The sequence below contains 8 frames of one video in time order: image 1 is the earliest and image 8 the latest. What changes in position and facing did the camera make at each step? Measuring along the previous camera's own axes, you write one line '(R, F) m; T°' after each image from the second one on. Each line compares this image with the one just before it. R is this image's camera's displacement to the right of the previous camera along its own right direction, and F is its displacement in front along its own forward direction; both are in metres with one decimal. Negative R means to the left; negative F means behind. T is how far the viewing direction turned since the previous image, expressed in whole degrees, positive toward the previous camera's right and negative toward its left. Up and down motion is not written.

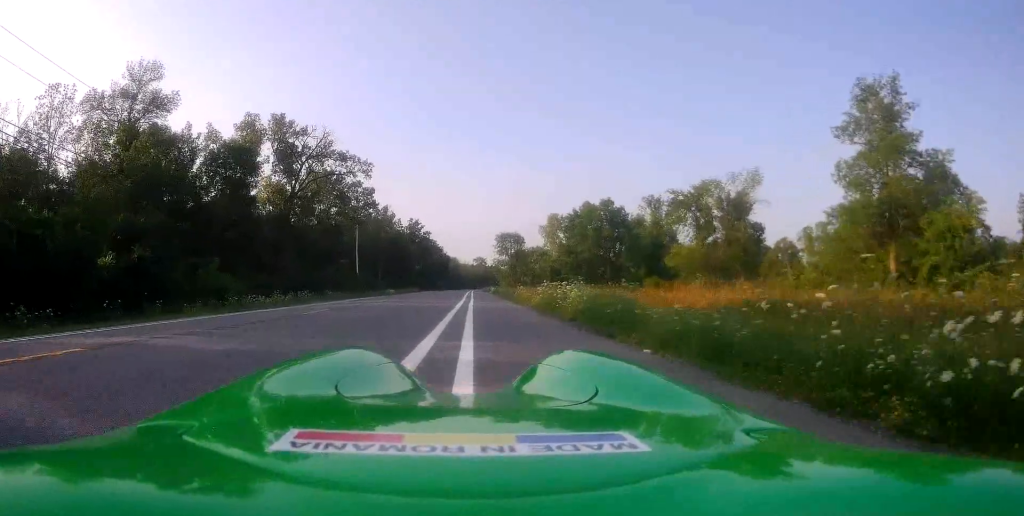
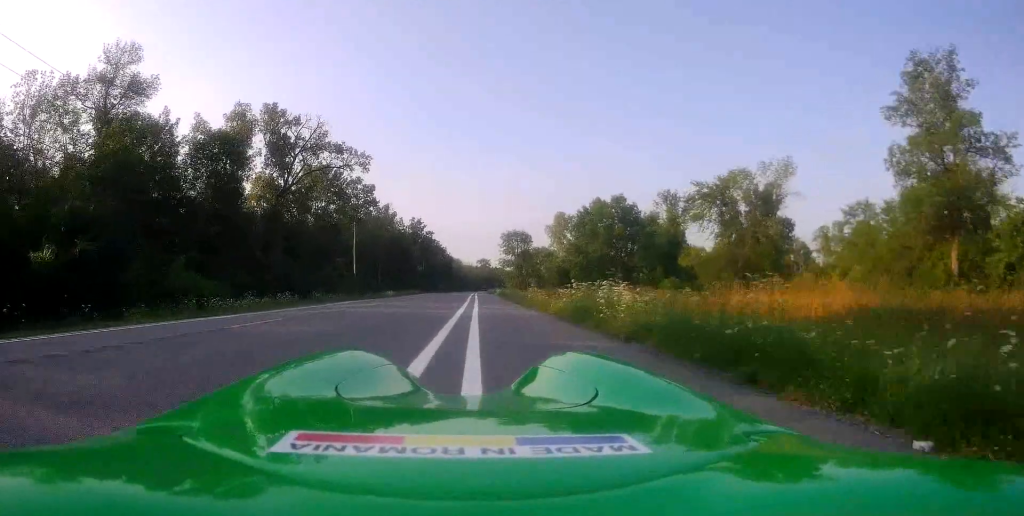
(0.0, +4.8) m; 0°
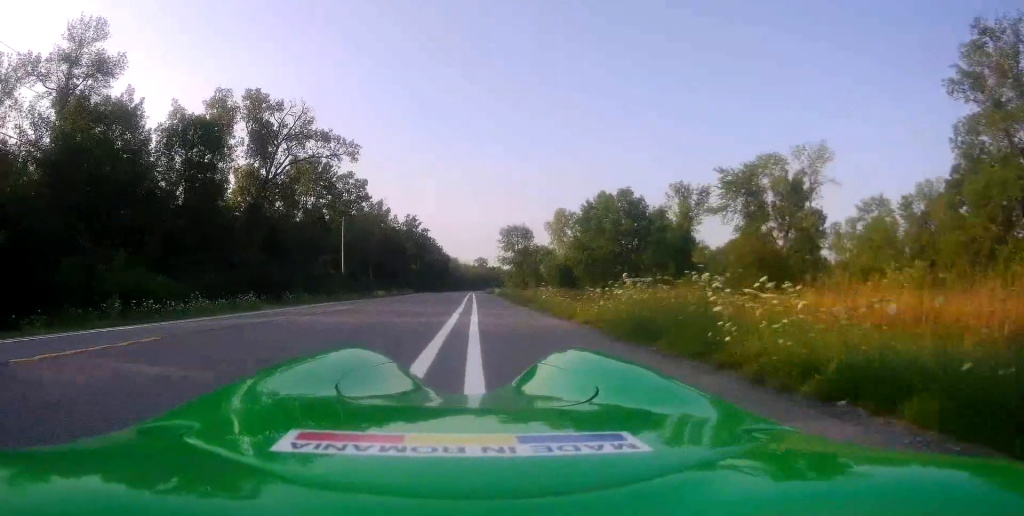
(+0.3, +5.2) m; -1°
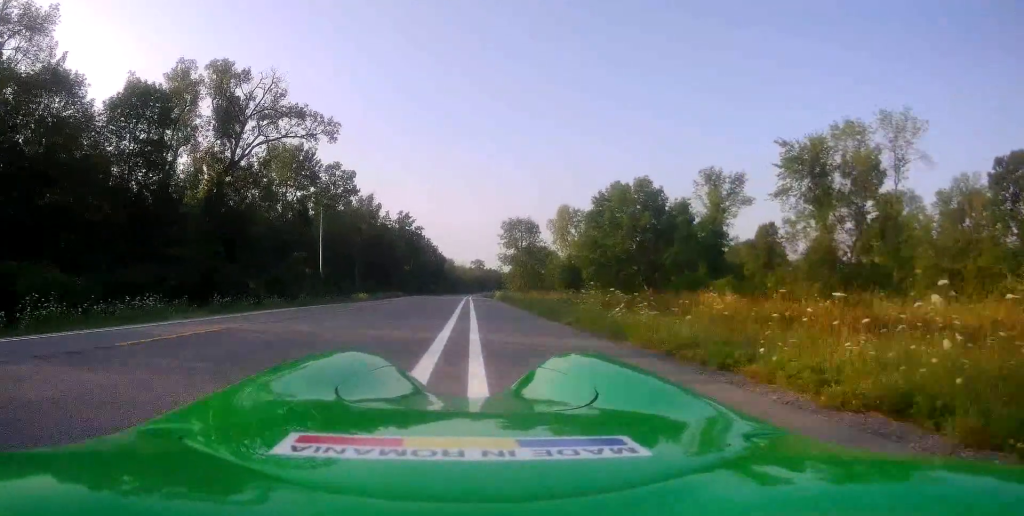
(-0.5, +9.8) m; -1°
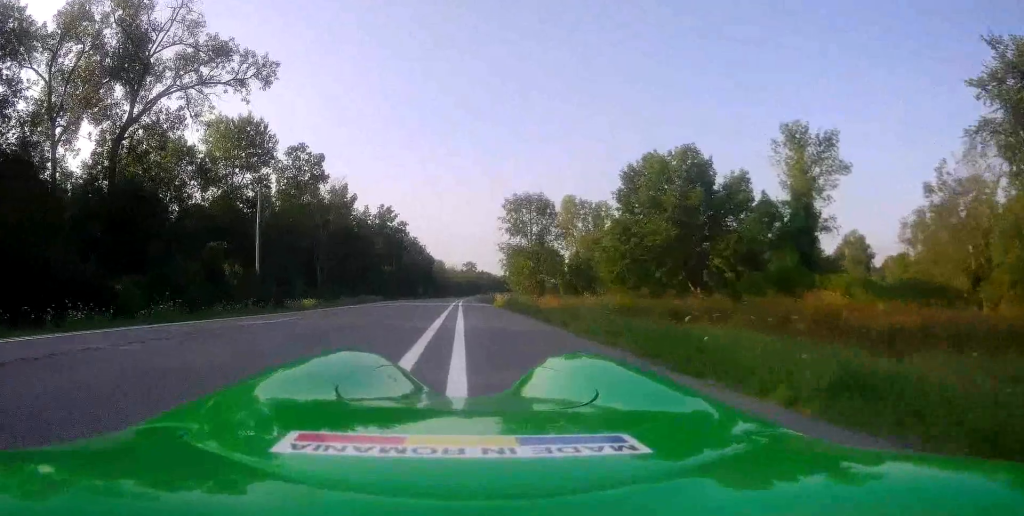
(+0.6, +17.6) m; 0°
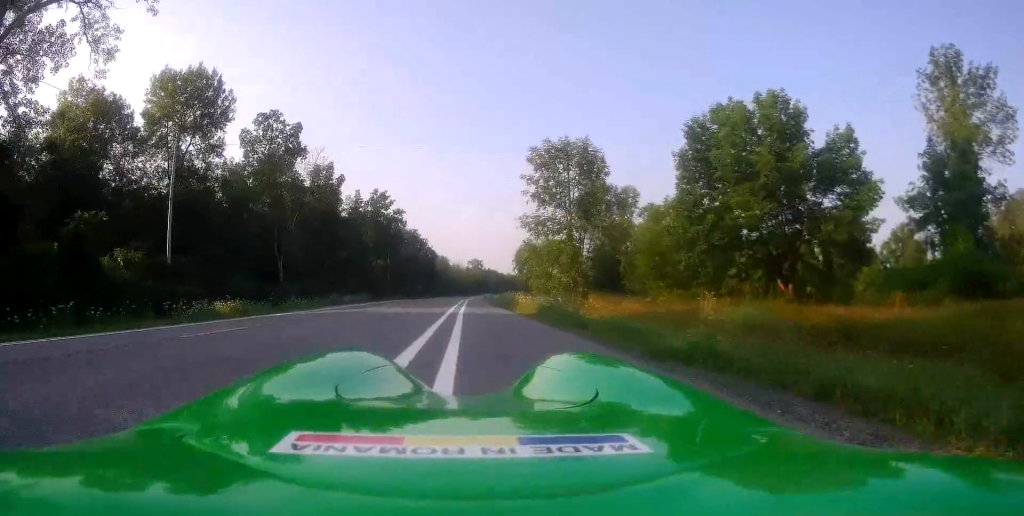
(+0.2, +15.6) m; 0°
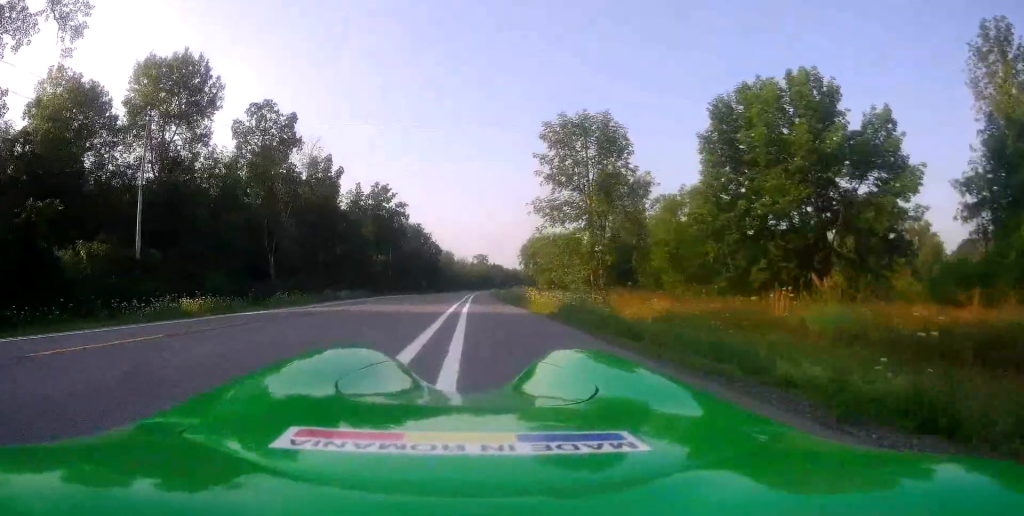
(+0.2, +4.1) m; -1°
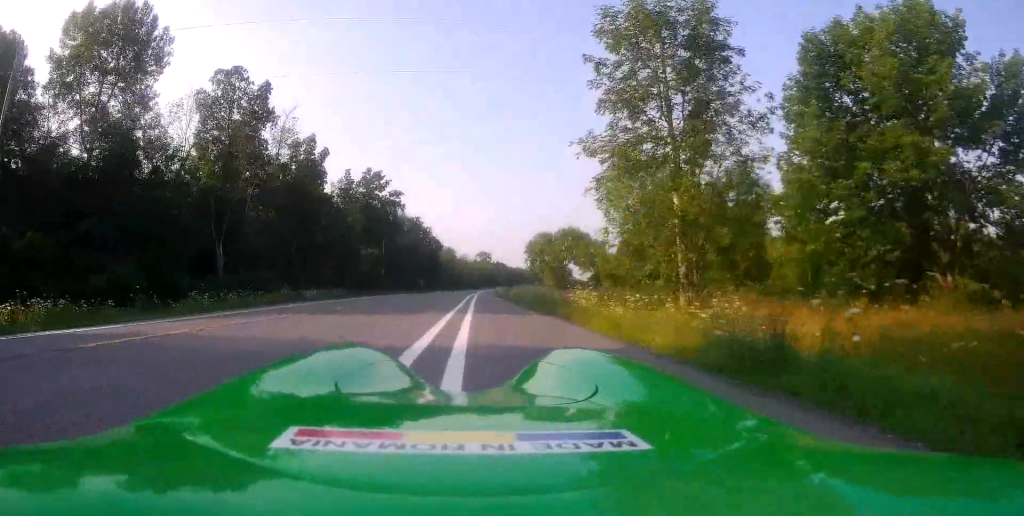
(-0.4, +11.1) m; +1°
